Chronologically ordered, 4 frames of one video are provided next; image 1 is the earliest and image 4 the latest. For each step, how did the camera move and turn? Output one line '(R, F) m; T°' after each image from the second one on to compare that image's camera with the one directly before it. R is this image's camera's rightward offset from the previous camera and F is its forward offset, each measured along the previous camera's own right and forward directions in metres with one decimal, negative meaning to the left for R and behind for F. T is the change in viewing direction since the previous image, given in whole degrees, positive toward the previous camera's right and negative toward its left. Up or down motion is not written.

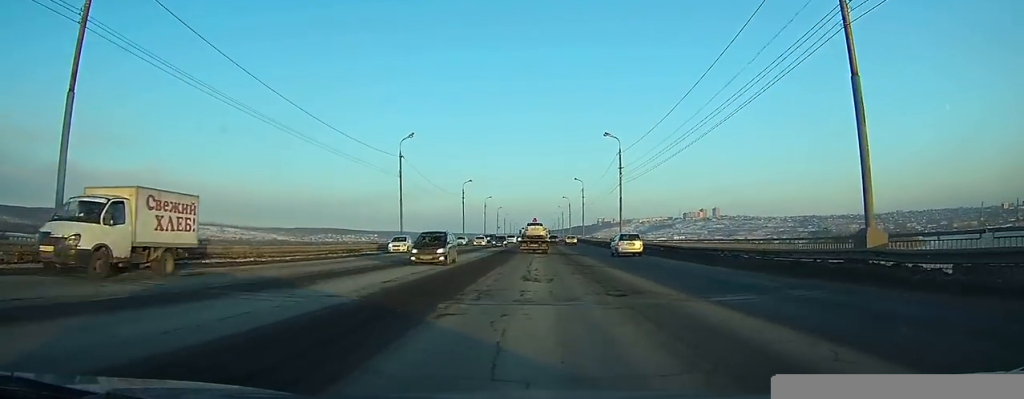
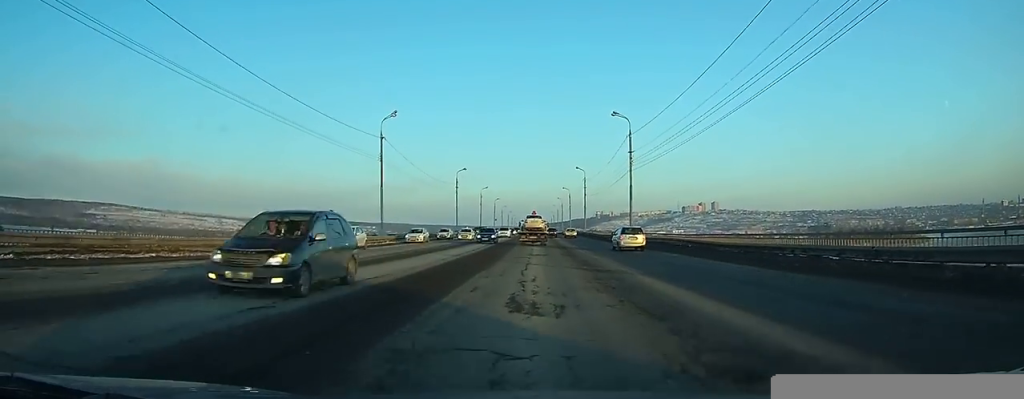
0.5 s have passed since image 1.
(0.0, +7.8) m; 0°
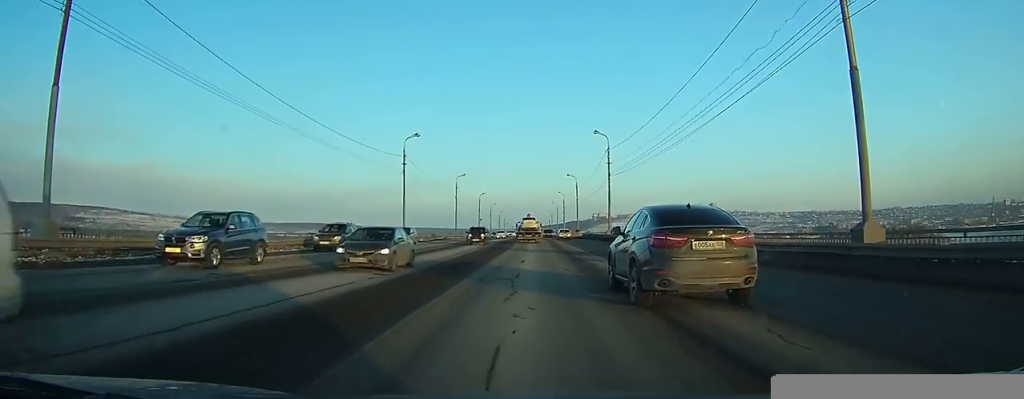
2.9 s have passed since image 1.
(0.0, +41.1) m; 0°
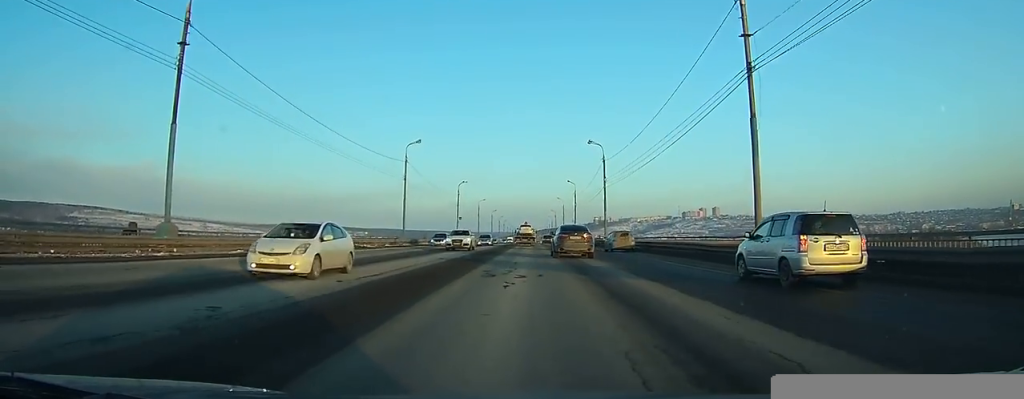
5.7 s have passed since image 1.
(-0.3, +46.2) m; -1°
